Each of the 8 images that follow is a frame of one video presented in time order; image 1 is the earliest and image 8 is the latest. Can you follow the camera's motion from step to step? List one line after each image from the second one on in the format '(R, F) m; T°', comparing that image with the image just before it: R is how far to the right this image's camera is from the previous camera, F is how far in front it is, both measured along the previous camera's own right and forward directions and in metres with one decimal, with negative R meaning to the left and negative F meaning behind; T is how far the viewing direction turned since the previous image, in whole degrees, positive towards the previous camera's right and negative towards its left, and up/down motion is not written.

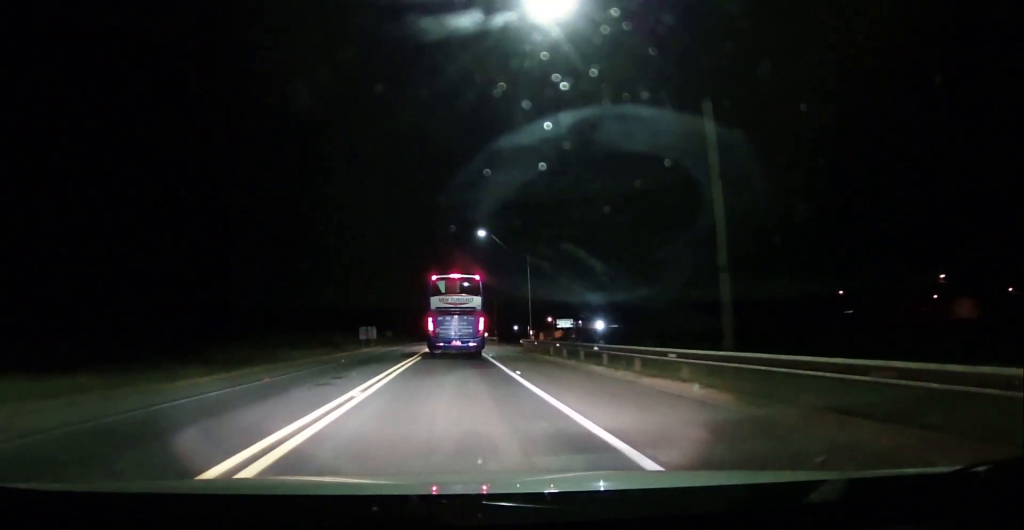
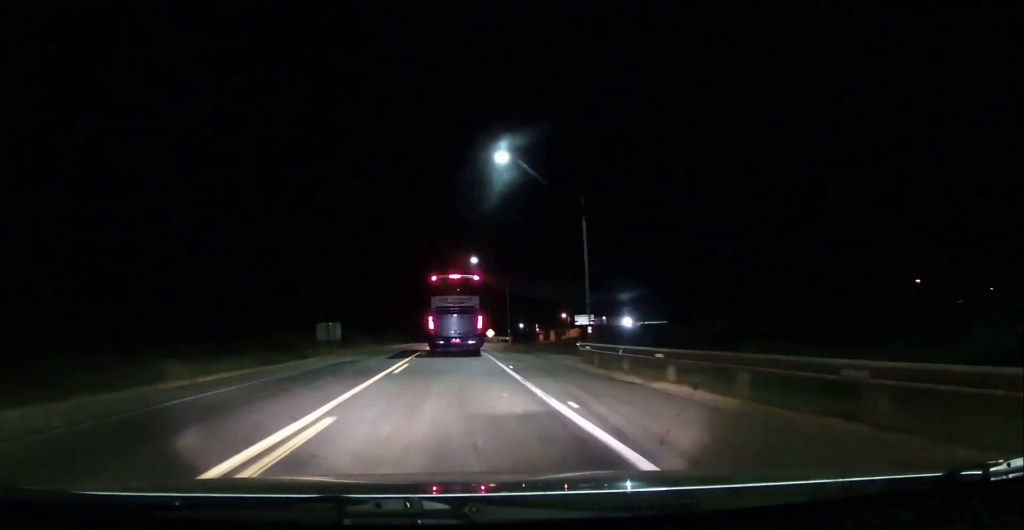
(+0.1, +23.4) m; 0°
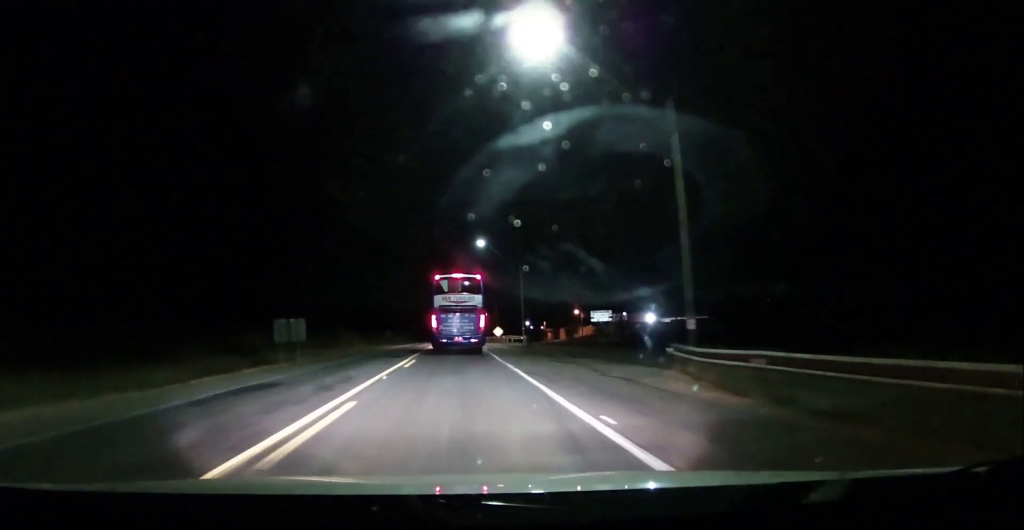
(0.0, +13.1) m; -1°
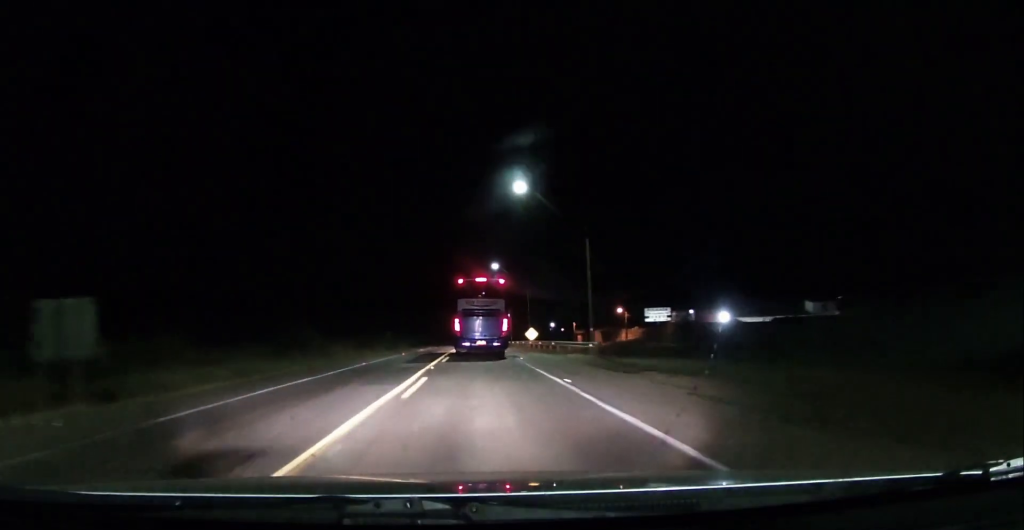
(-0.3, +24.8) m; -2°
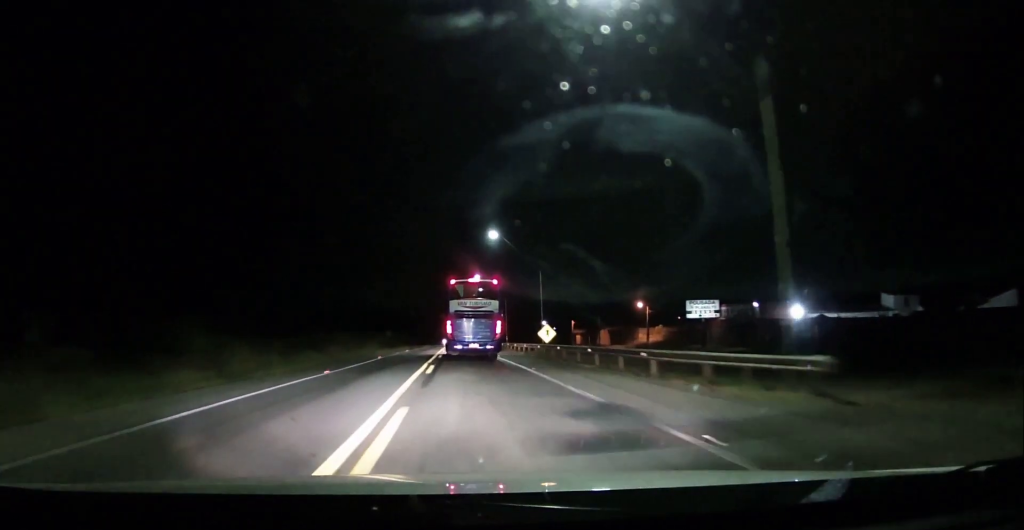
(-0.2, +23.4) m; +1°
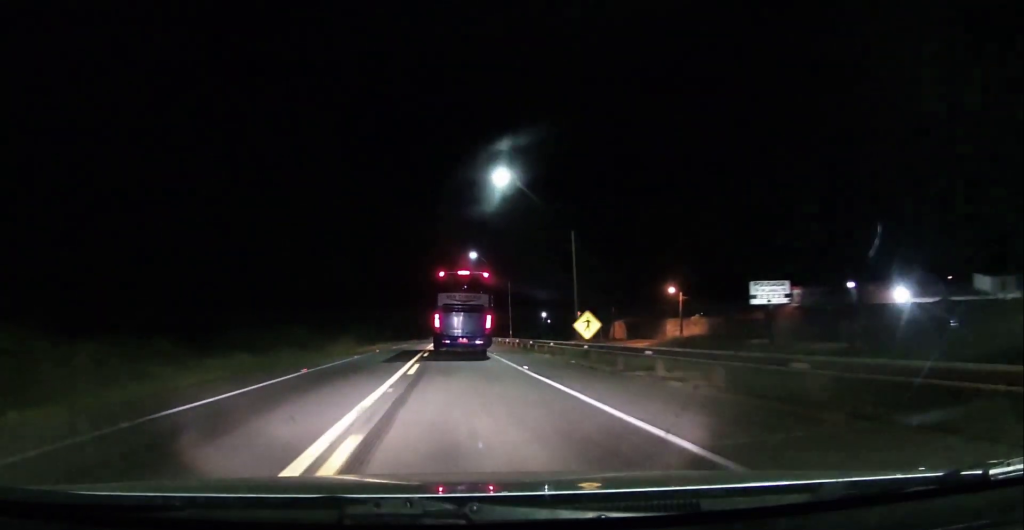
(+0.5, +17.9) m; +1°
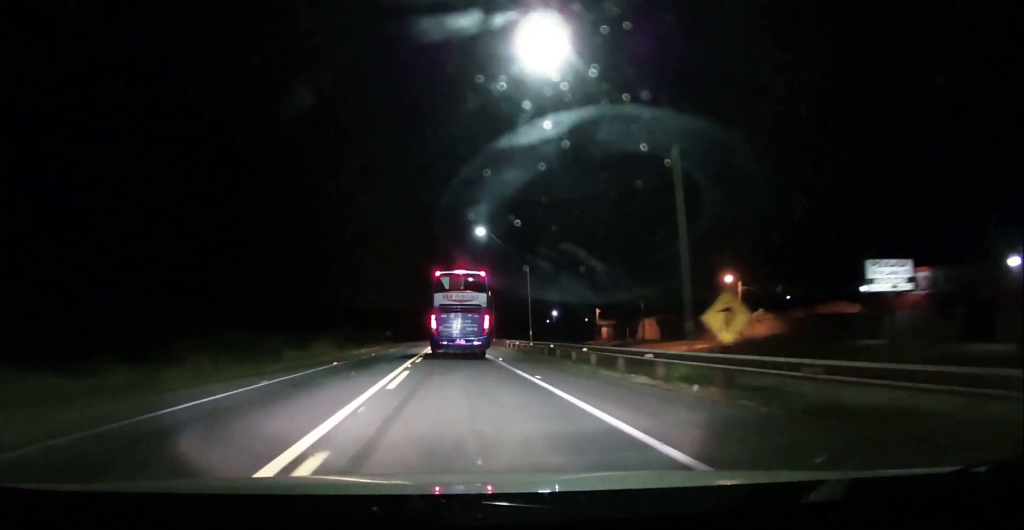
(0.0, +16.8) m; 0°
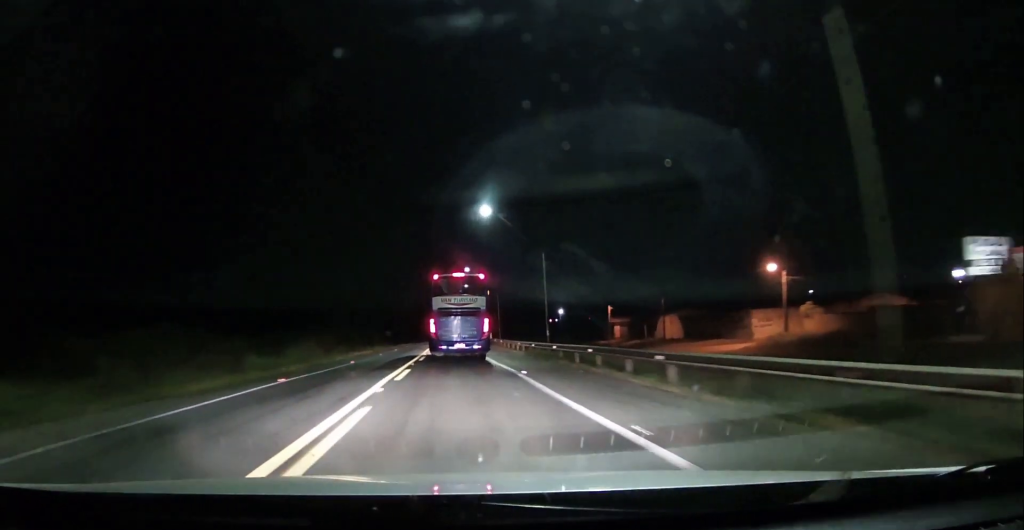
(0.0, +9.2) m; 0°
